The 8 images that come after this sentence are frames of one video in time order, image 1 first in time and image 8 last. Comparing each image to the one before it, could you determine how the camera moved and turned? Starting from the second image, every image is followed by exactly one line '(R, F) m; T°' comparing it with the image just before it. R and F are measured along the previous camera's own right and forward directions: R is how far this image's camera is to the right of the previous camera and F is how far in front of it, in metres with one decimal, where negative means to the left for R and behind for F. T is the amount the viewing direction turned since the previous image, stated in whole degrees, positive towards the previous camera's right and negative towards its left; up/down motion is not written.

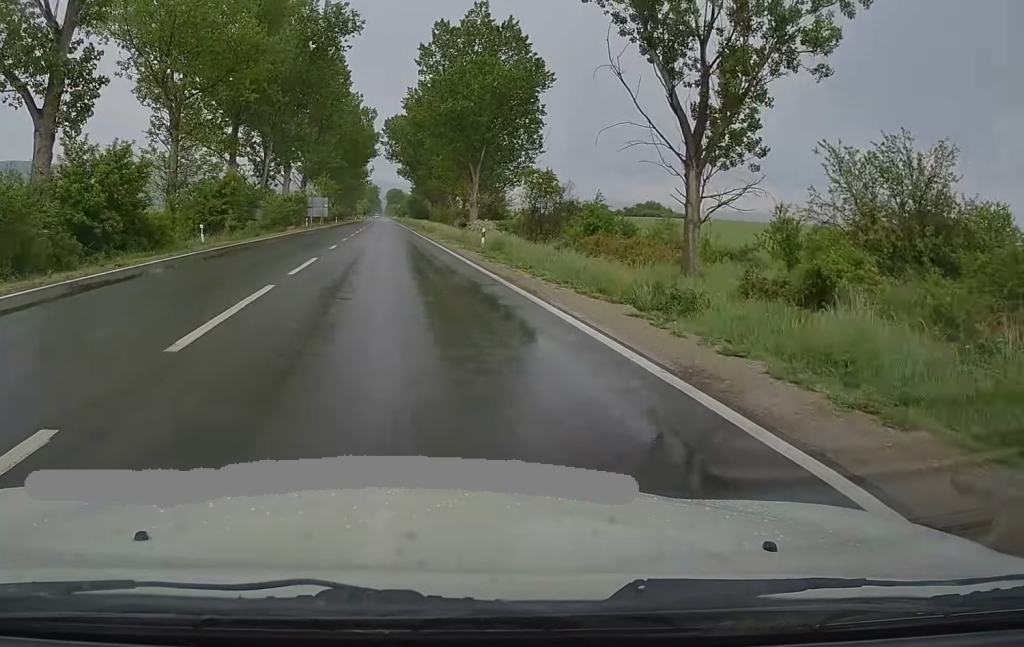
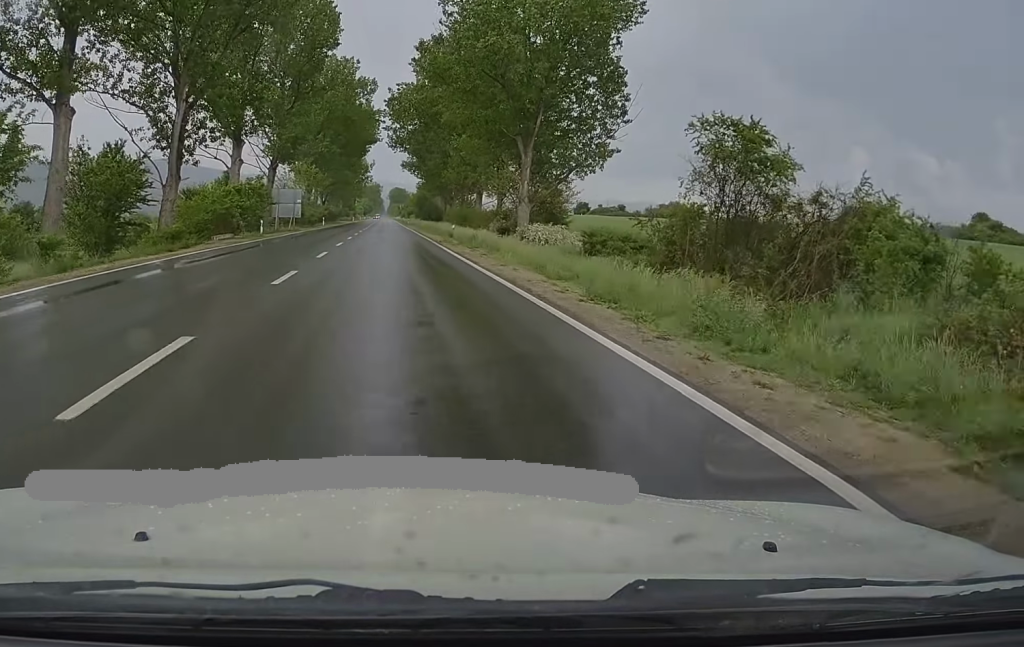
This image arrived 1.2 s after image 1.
(0.0, +32.2) m; 0°
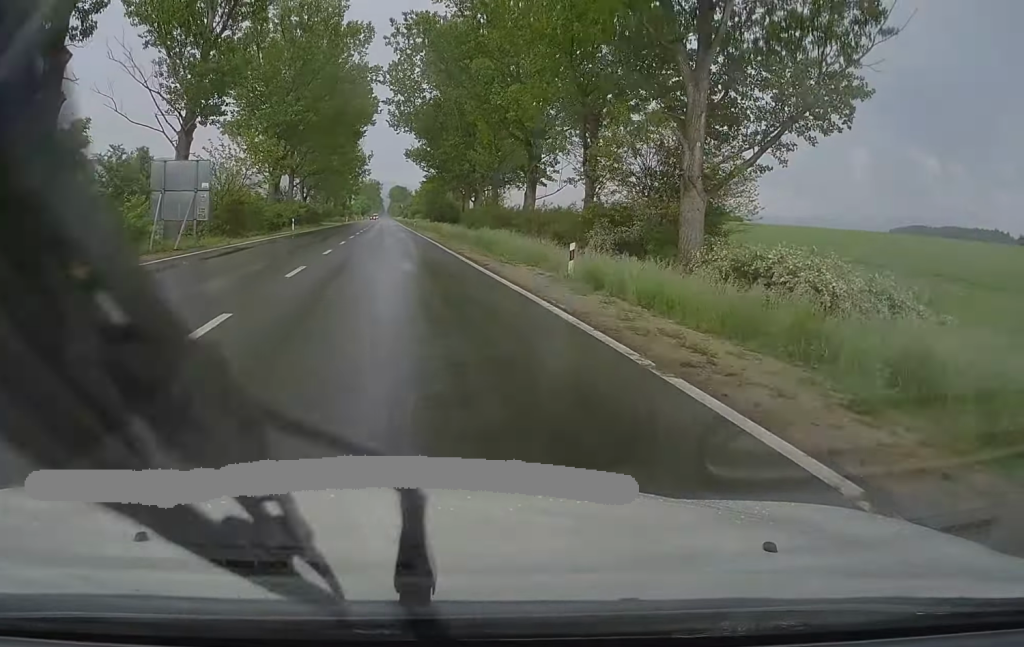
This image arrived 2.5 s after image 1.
(0.0, +33.8) m; 0°
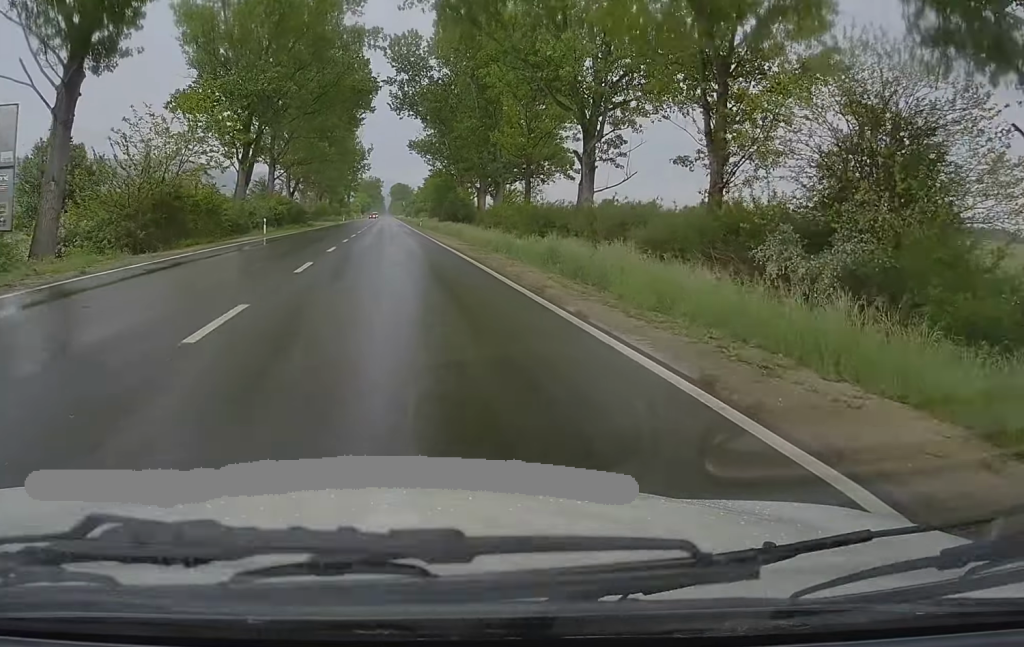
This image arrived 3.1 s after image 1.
(0.0, +16.9) m; 0°
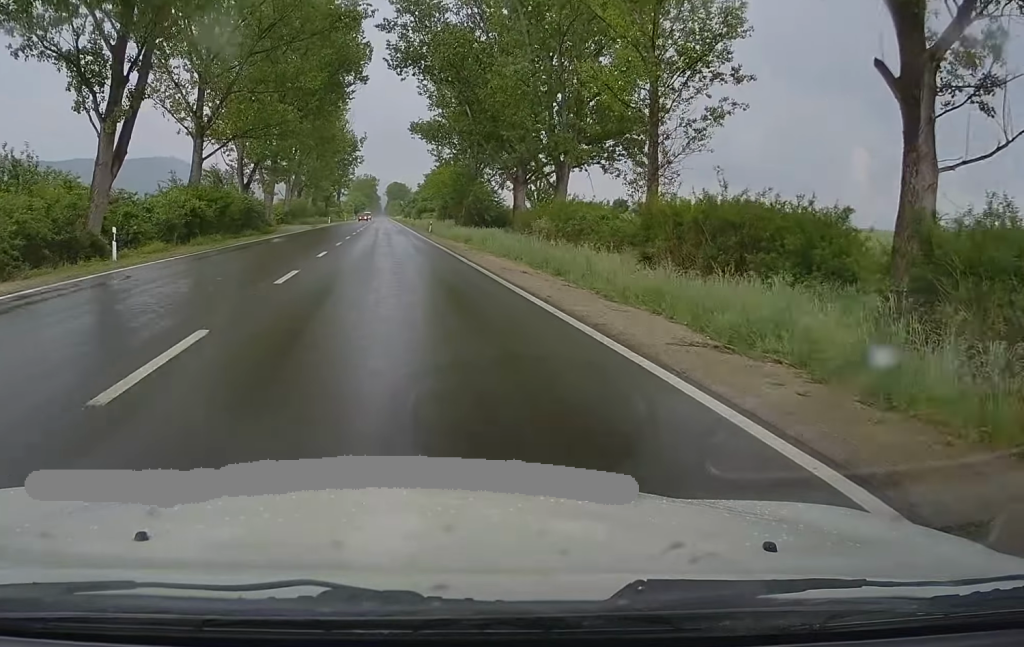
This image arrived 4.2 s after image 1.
(+0.1, +29.2) m; 0°
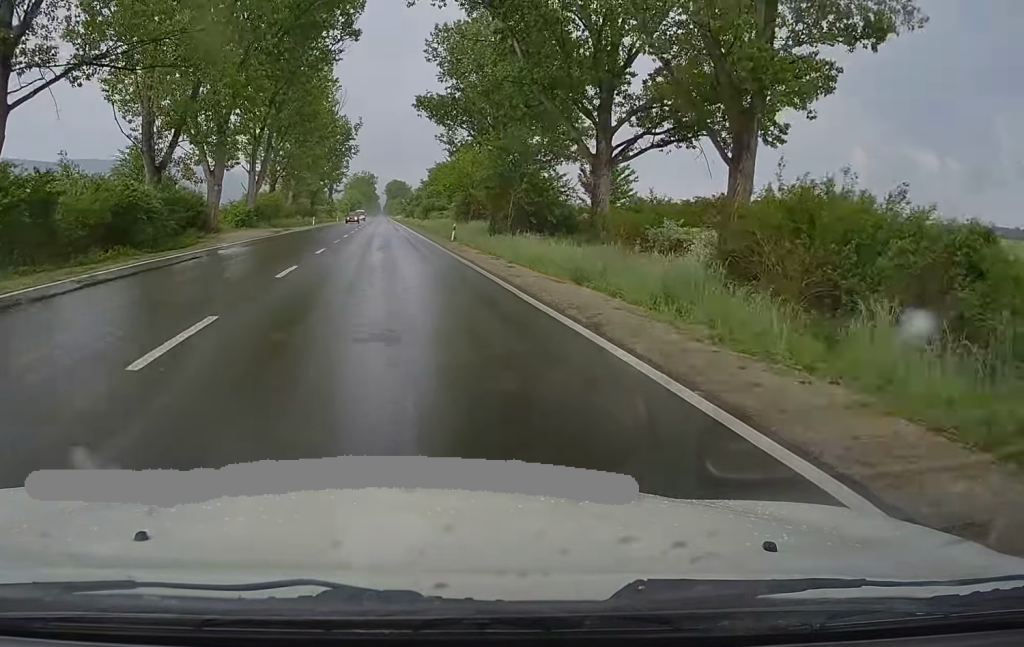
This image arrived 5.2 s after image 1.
(-0.1, +25.4) m; 0°
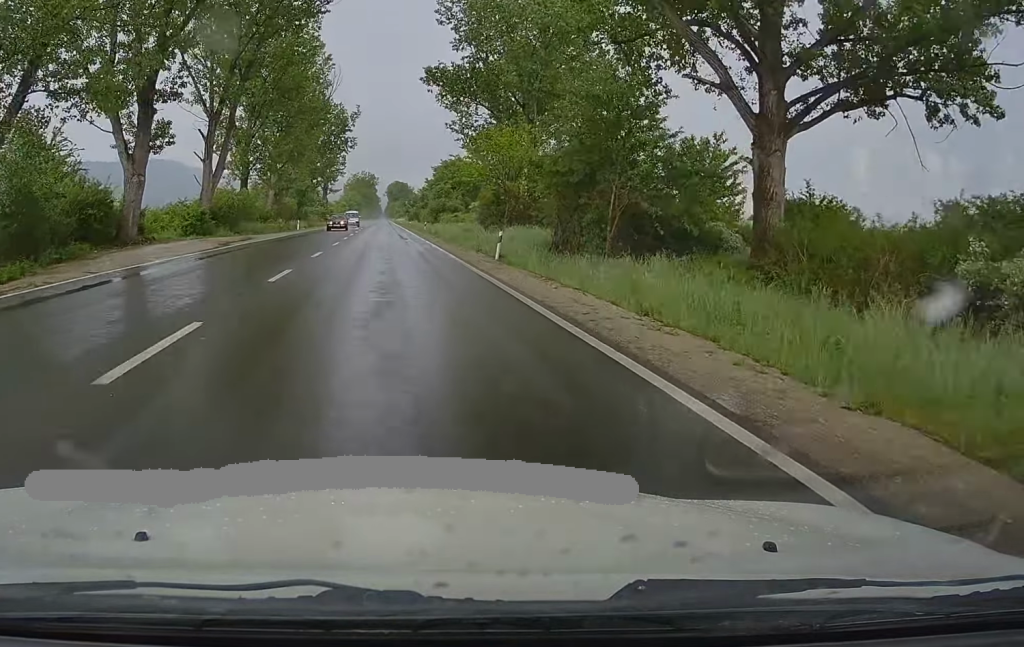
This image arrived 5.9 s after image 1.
(0.0, +18.2) m; 0°
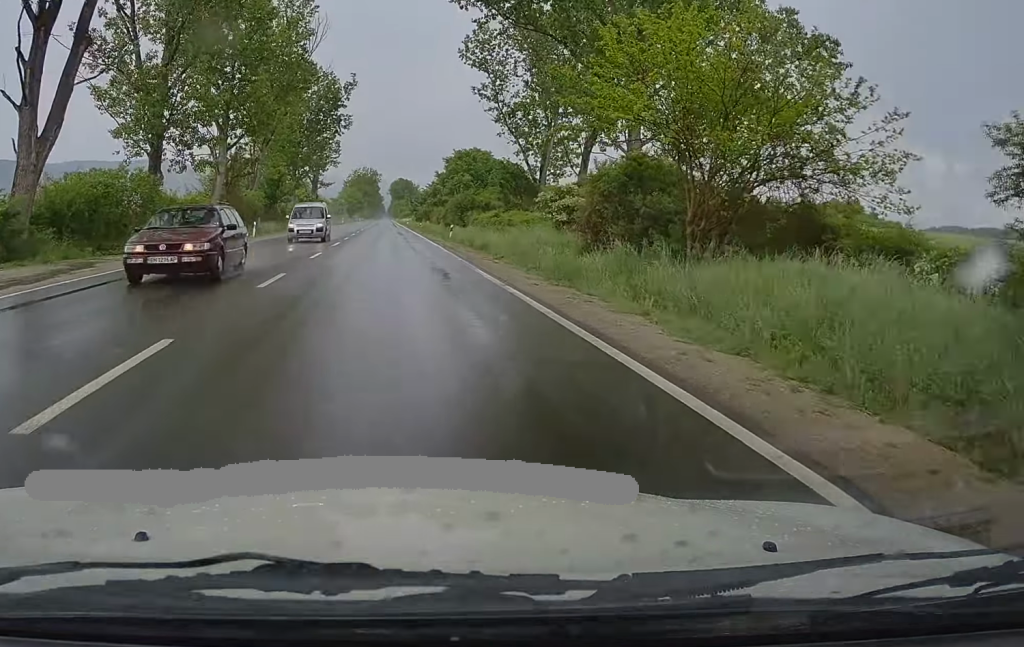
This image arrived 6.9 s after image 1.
(+0.1, +27.7) m; 0°
